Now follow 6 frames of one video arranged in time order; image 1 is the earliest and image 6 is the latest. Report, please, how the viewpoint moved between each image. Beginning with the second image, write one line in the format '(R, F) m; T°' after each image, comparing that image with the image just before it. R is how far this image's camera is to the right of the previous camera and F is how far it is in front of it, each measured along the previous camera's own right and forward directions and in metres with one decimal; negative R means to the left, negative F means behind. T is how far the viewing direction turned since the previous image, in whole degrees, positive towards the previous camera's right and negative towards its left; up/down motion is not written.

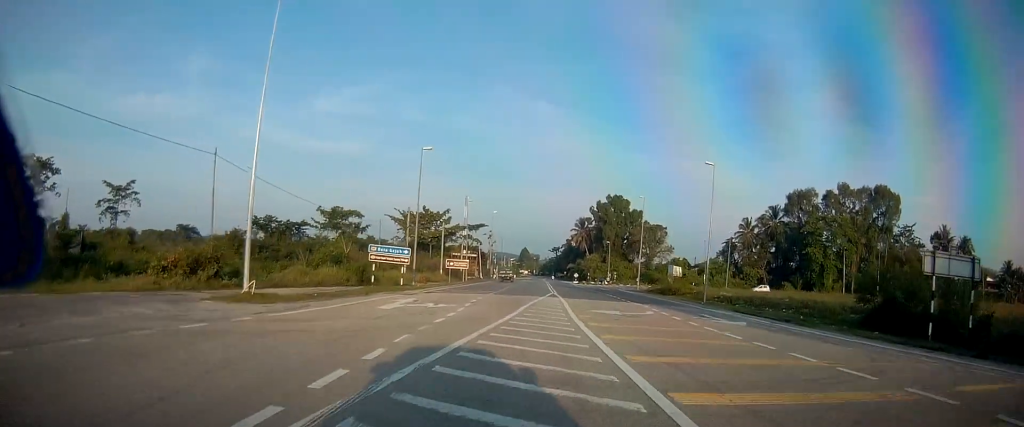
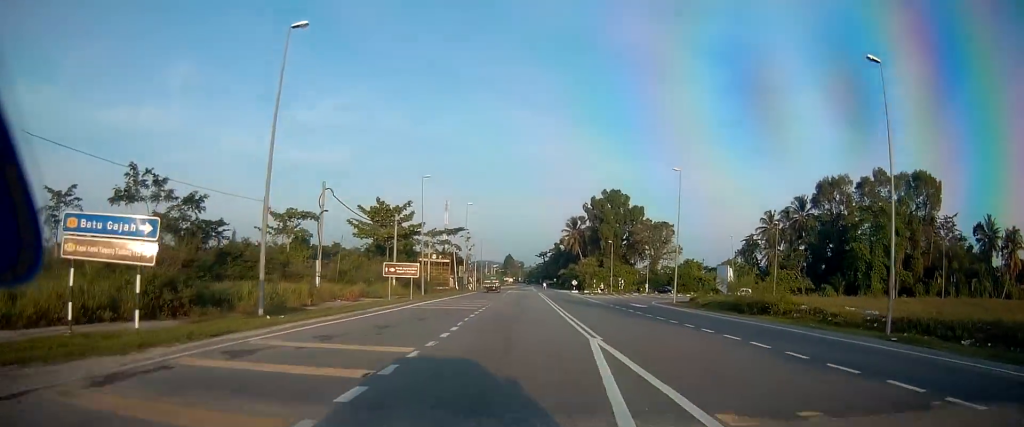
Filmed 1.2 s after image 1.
(+0.4, +24.9) m; +2°
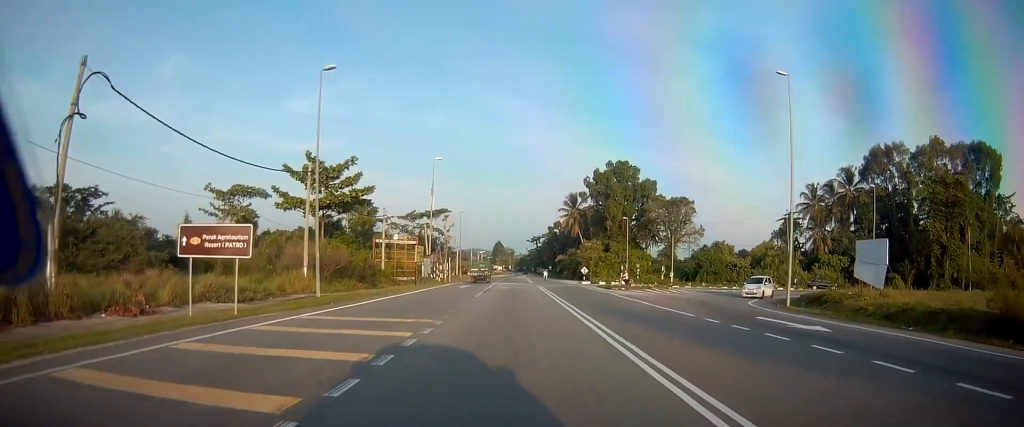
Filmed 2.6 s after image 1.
(+0.3, +26.0) m; +1°
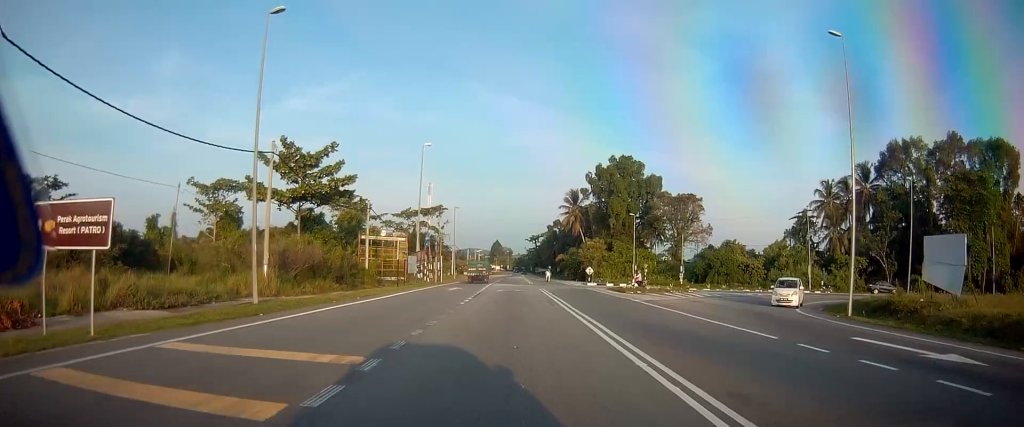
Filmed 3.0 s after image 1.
(0.0, +6.5) m; 0°
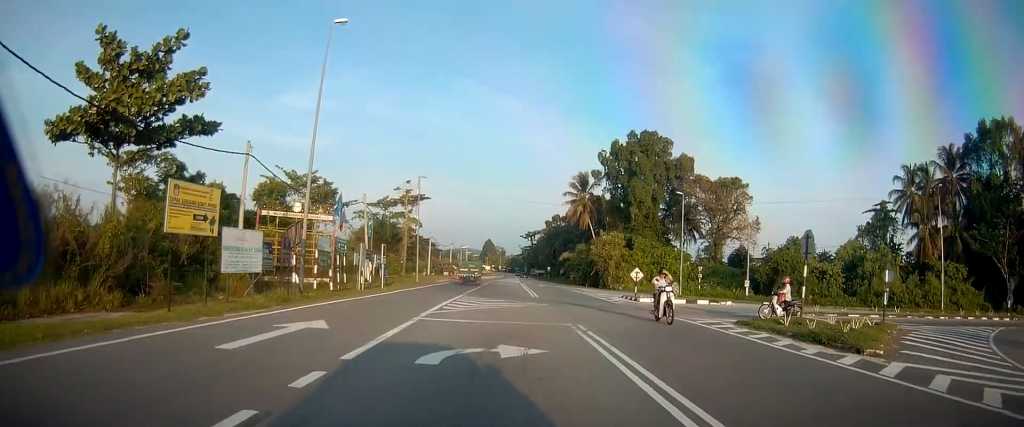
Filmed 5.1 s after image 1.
(+0.4, +28.4) m; +2°
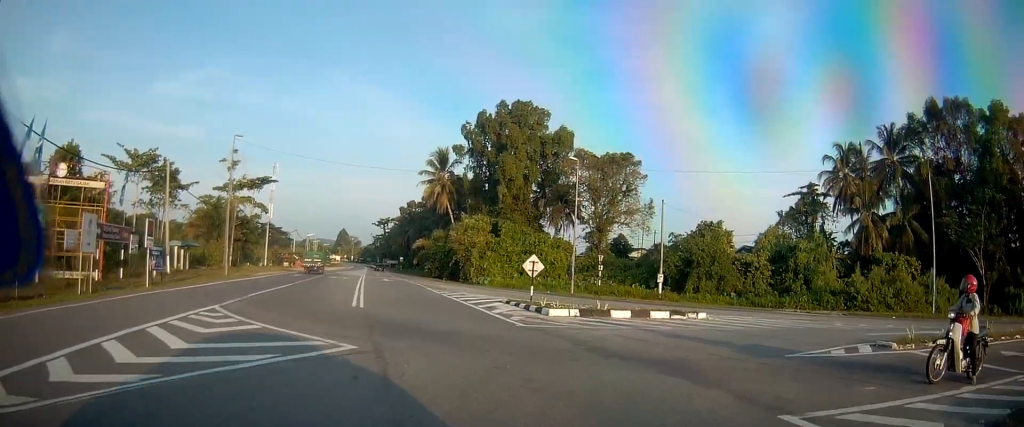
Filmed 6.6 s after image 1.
(+0.6, +15.5) m; +11°
